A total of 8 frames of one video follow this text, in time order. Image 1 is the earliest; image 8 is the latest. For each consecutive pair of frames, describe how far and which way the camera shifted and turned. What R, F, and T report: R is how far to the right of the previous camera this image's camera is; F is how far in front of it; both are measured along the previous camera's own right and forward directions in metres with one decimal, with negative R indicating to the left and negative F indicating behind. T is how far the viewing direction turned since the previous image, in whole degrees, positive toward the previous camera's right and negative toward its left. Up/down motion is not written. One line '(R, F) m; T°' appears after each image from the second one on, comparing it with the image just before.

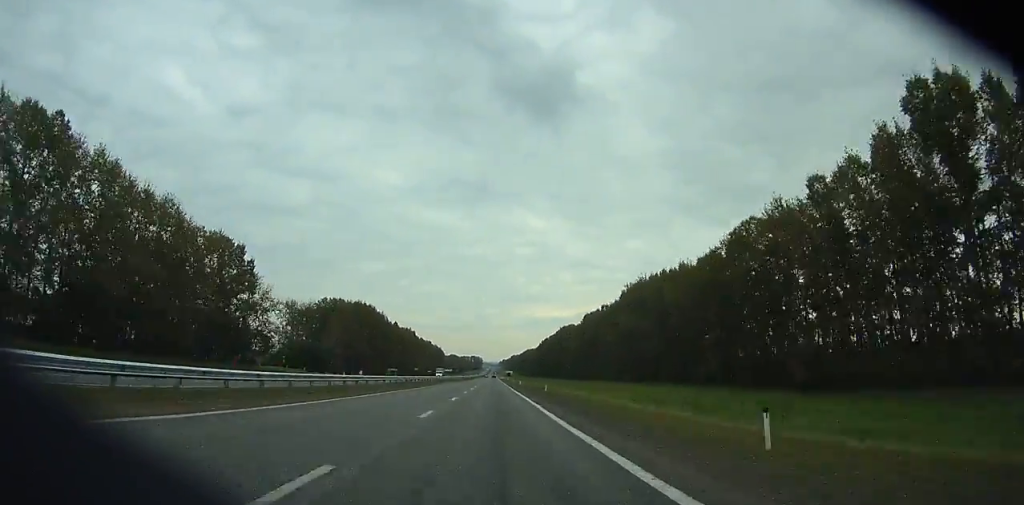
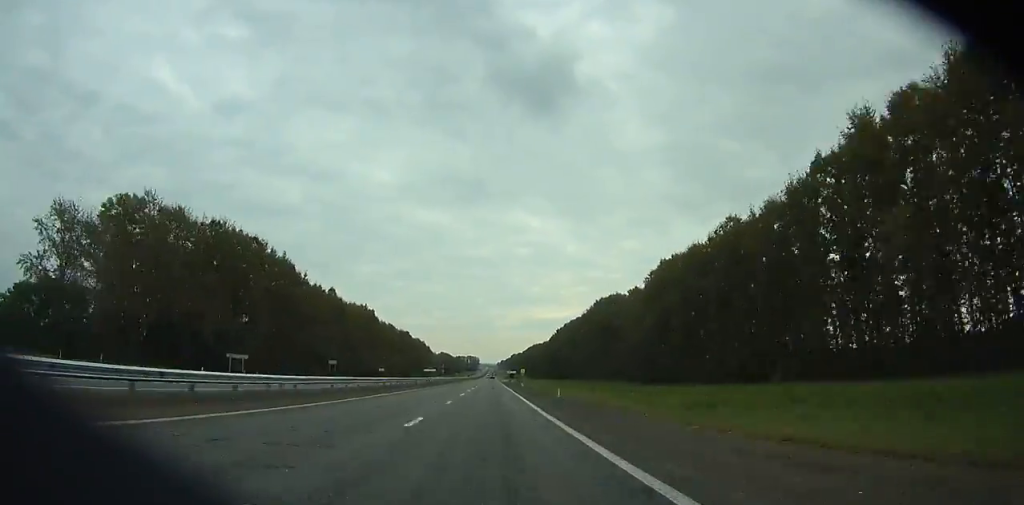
(+0.5, +110.7) m; 0°
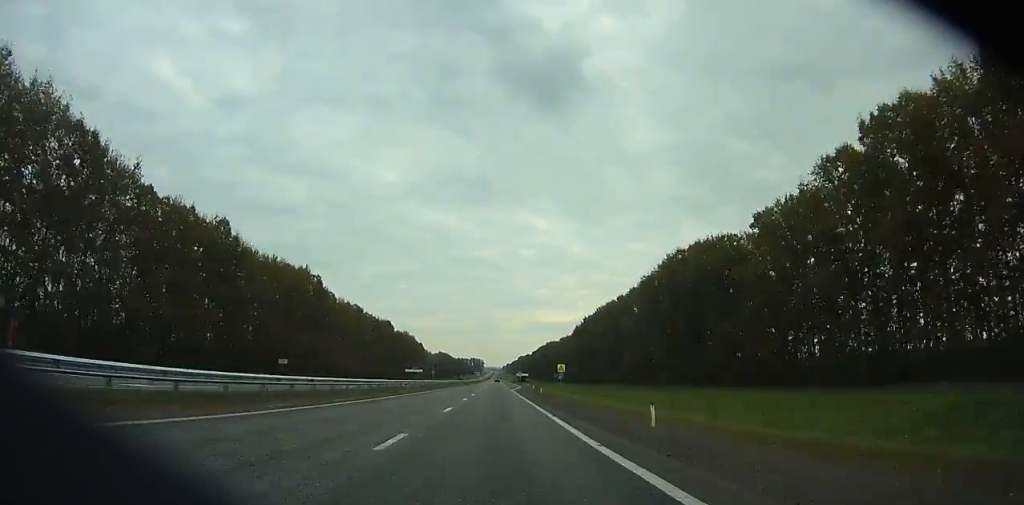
(0.0, +76.1) m; 0°
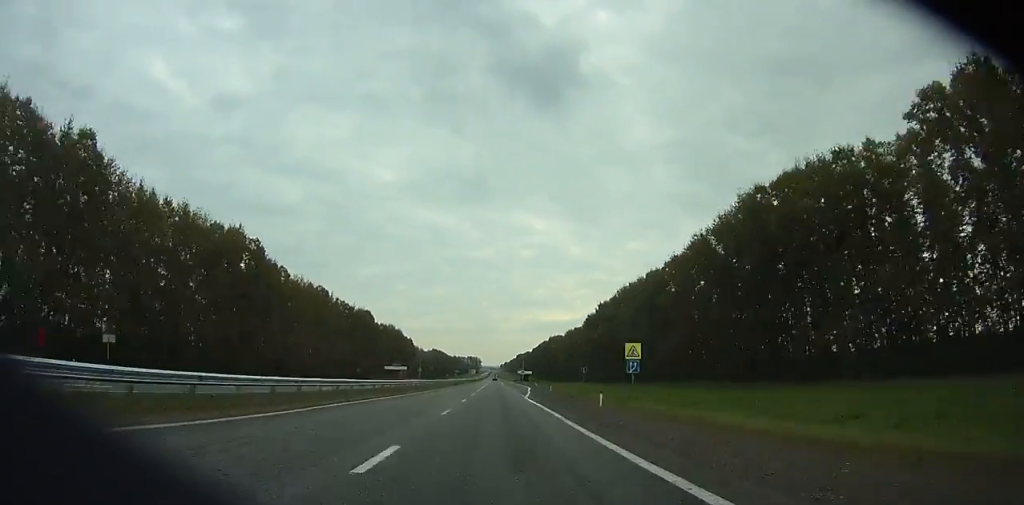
(0.0, +38.0) m; 0°
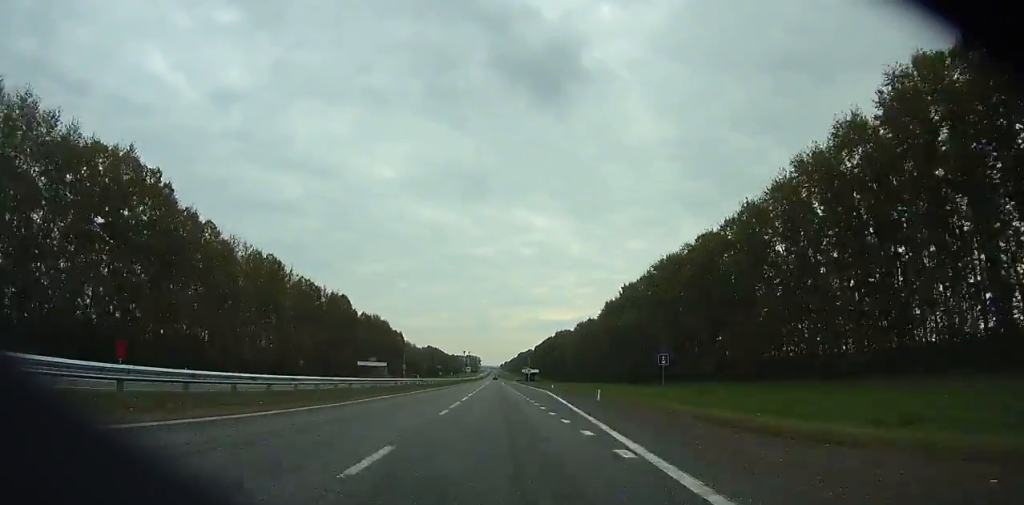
(0.0, +35.6) m; 0°
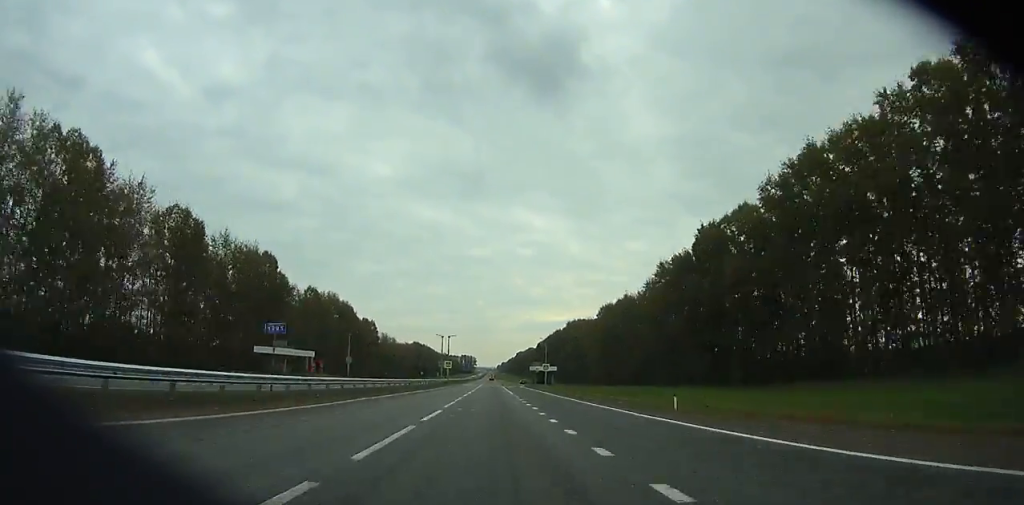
(+0.1, +62.4) m; 0°
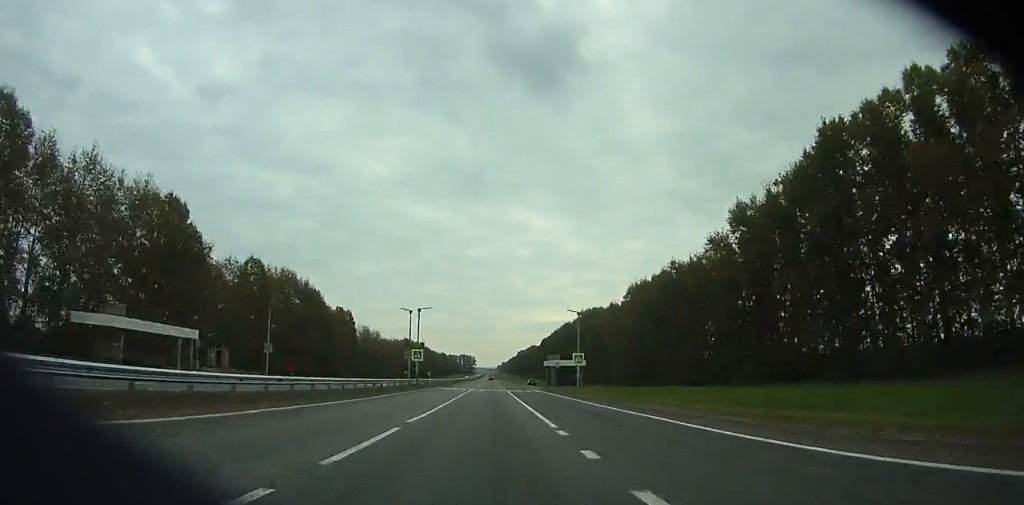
(+0.1, +40.0) m; 0°
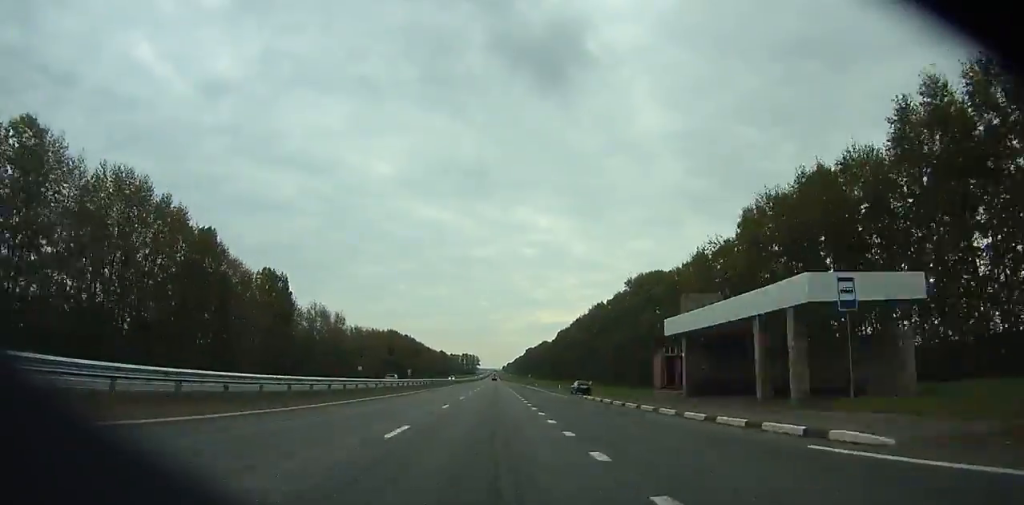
(+0.1, +69.2) m; +1°
